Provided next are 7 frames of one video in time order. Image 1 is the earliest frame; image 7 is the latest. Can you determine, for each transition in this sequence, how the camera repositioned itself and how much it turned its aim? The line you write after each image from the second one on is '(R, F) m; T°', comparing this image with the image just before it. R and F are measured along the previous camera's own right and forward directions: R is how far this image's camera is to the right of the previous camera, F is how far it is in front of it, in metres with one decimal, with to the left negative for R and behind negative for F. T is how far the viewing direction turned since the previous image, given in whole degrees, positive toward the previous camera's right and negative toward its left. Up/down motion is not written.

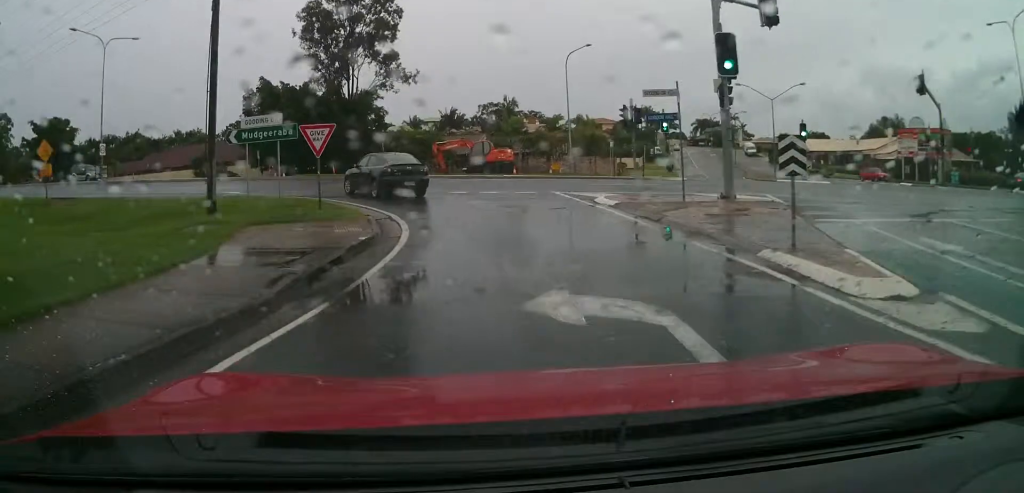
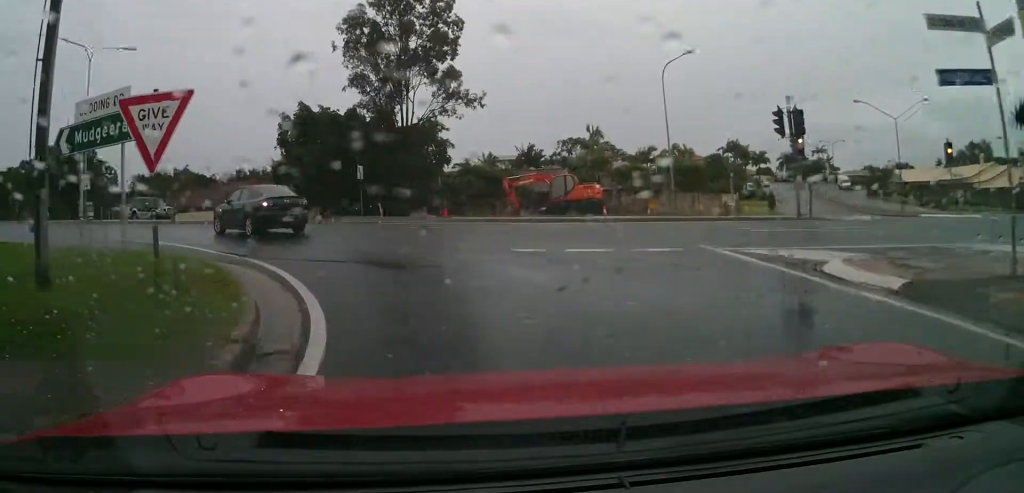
(-0.5, +10.8) m; -13°
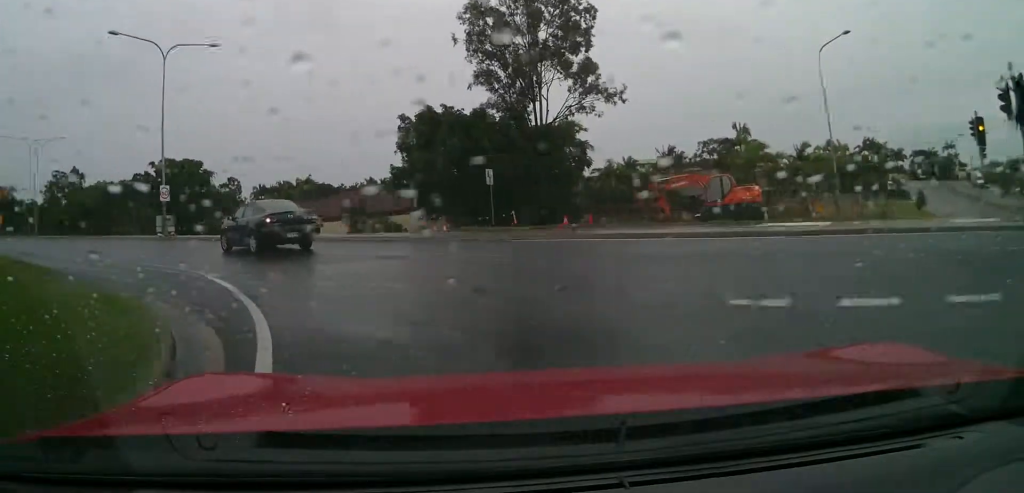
(-1.0, +5.3) m; -10°
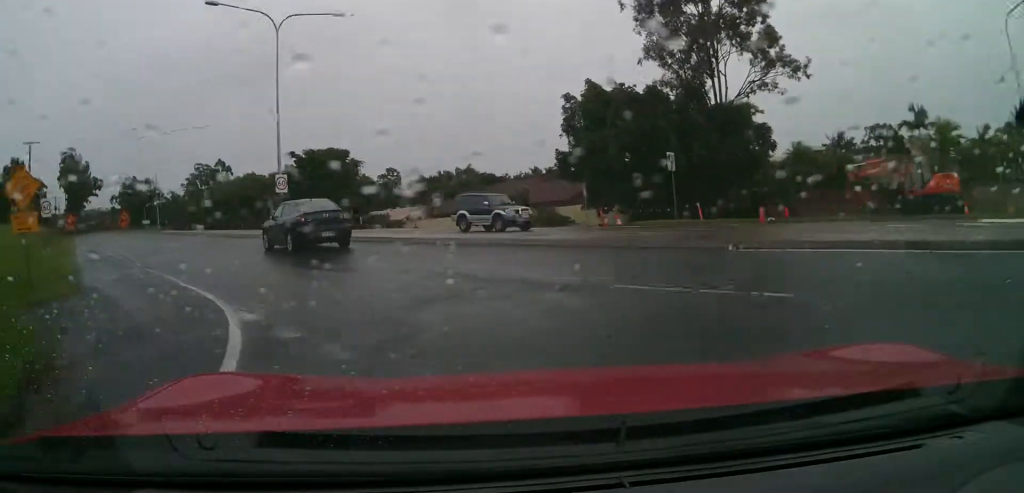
(-0.4, +5.6) m; -11°
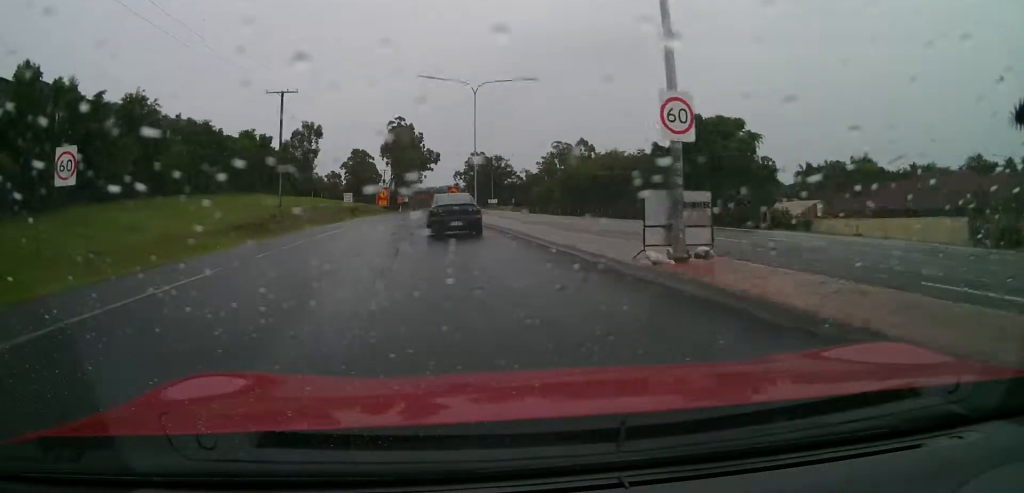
(-5.9, +17.3) m; -33°
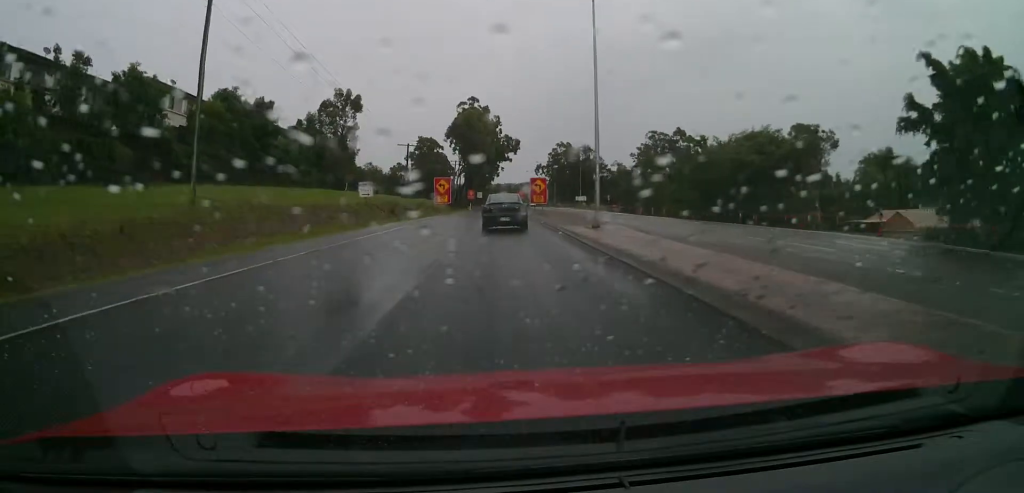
(-1.8, +24.4) m; -5°
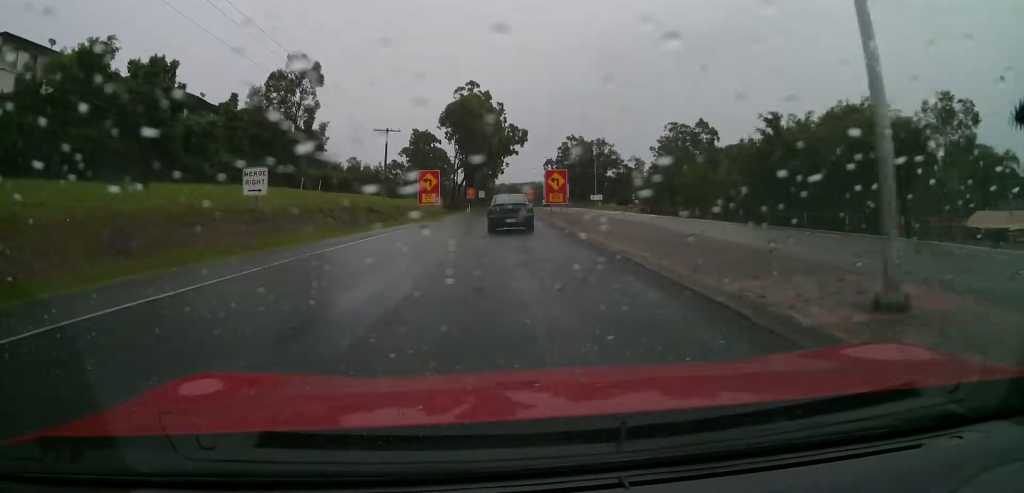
(0.0, +16.0) m; -1°
